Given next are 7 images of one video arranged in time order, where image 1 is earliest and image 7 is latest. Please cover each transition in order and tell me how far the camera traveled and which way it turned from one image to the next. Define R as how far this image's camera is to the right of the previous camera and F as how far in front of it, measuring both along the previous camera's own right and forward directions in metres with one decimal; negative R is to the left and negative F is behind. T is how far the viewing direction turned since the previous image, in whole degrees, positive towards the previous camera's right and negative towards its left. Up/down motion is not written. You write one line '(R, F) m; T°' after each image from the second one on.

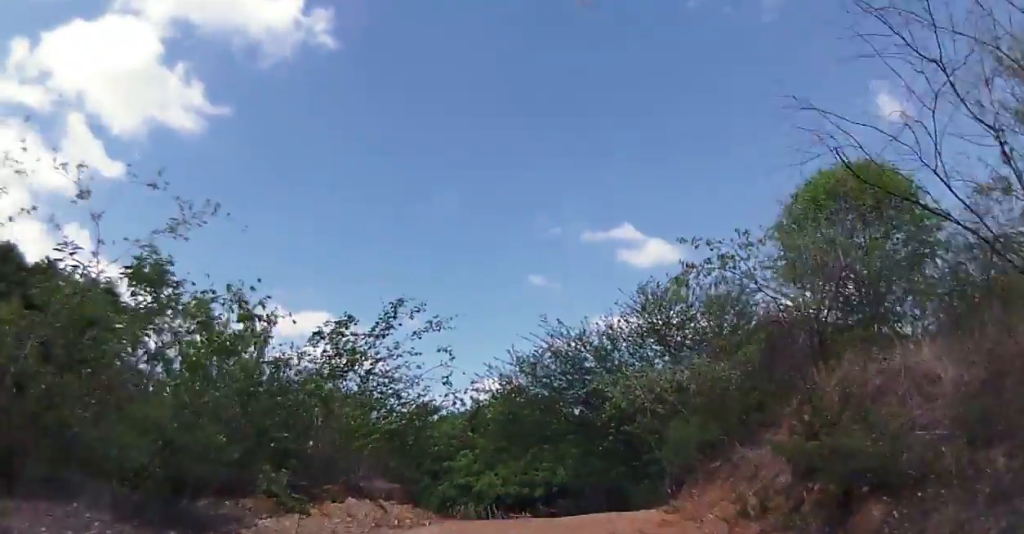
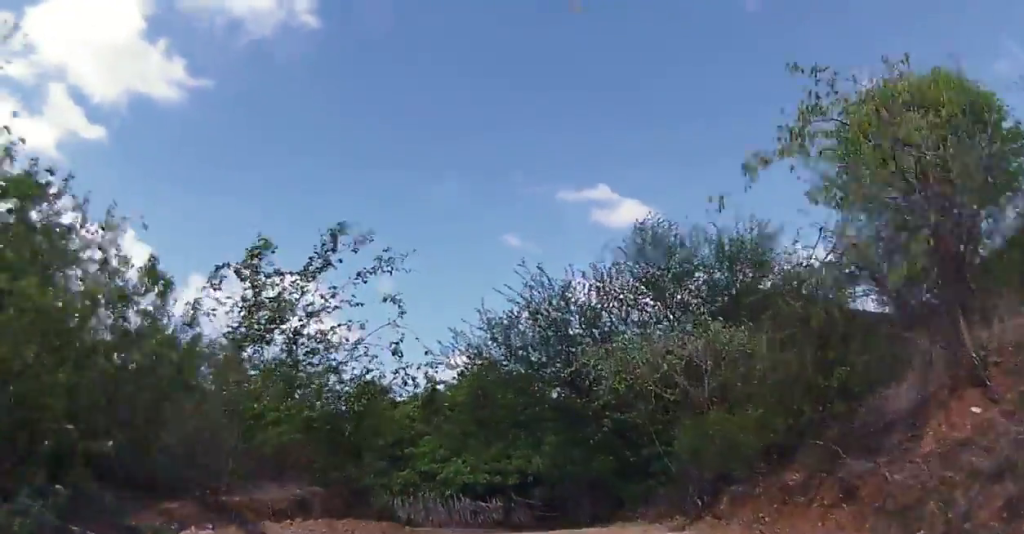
(+0.1, +3.8) m; +1°
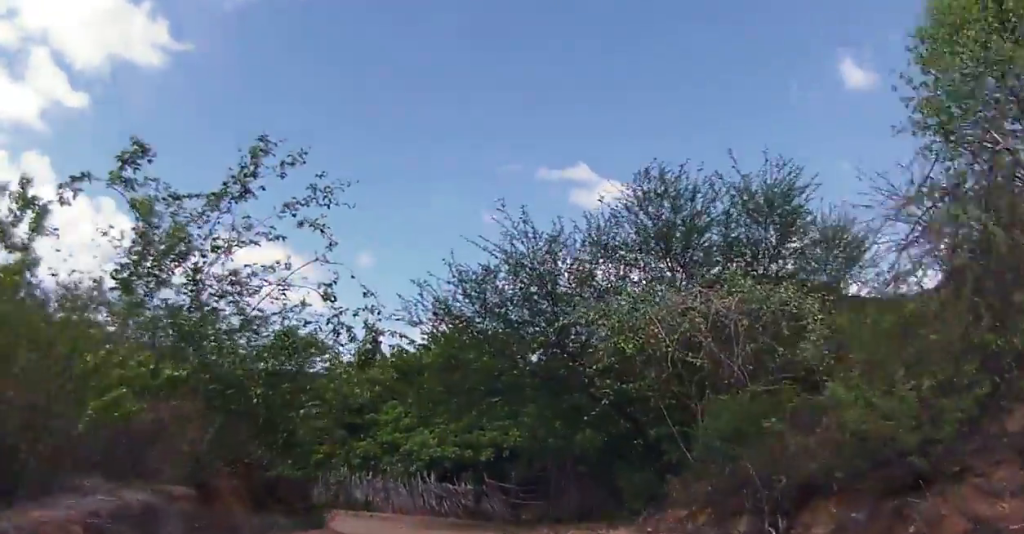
(-0.1, +3.5) m; 0°
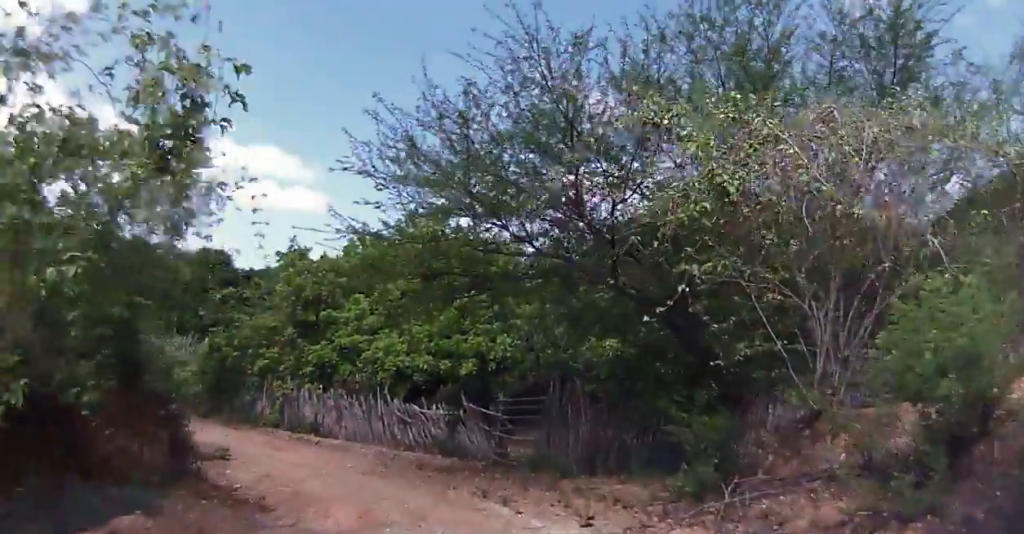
(+0.2, +5.5) m; 0°
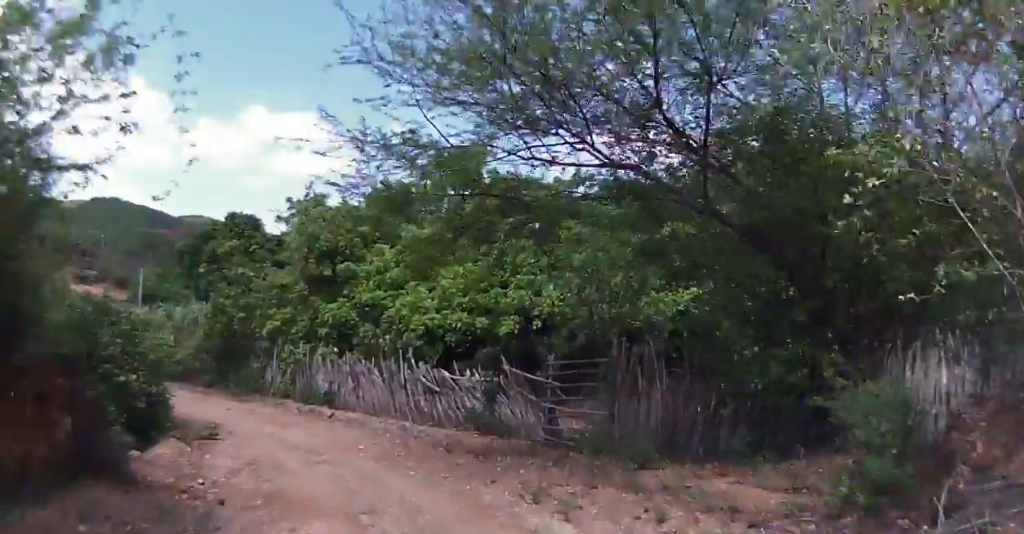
(-0.1, +3.1) m; -3°
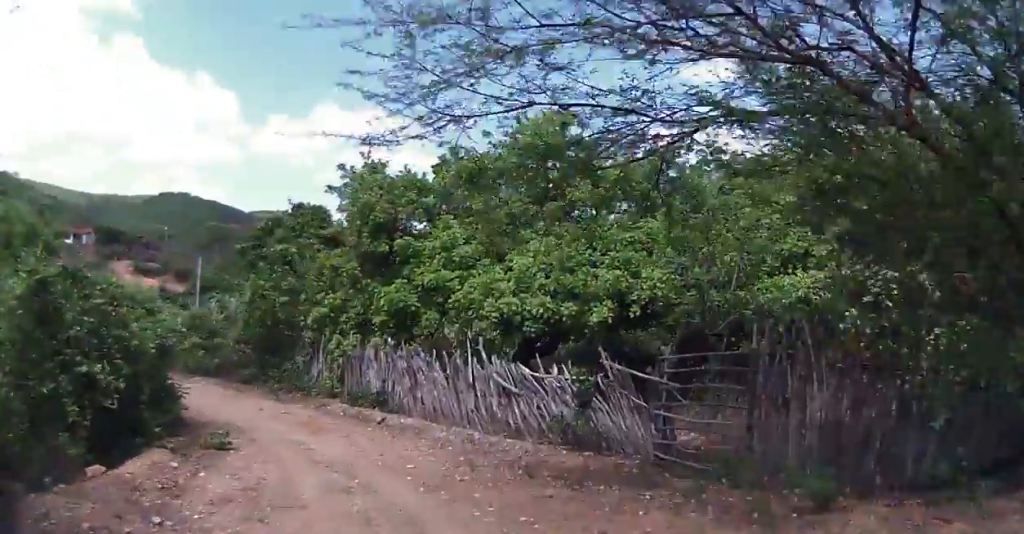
(-0.1, +2.9) m; -3°
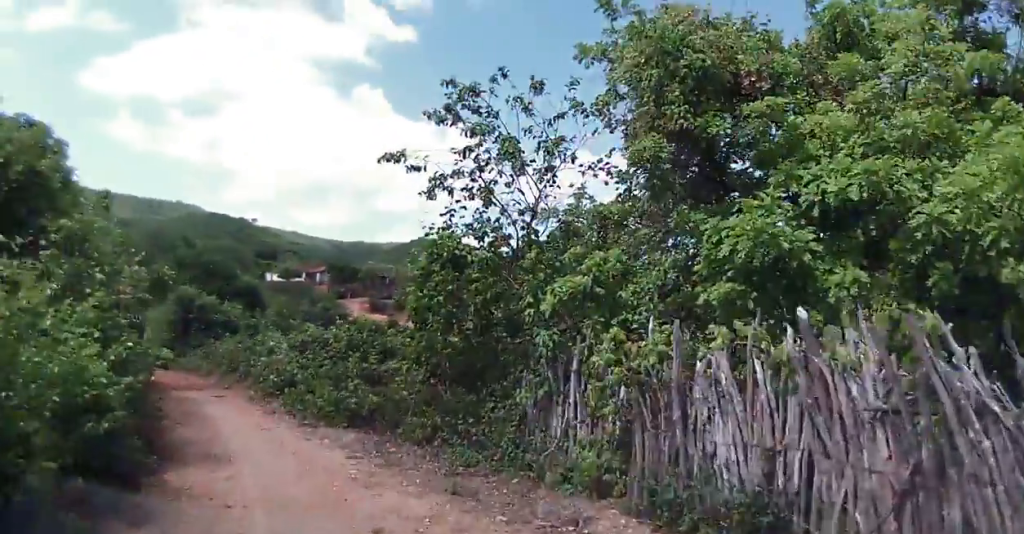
(-1.9, +9.1) m; -28°
